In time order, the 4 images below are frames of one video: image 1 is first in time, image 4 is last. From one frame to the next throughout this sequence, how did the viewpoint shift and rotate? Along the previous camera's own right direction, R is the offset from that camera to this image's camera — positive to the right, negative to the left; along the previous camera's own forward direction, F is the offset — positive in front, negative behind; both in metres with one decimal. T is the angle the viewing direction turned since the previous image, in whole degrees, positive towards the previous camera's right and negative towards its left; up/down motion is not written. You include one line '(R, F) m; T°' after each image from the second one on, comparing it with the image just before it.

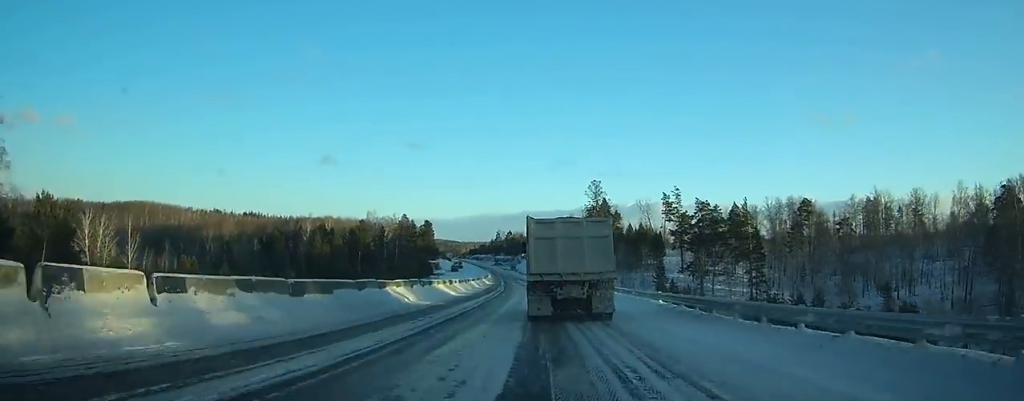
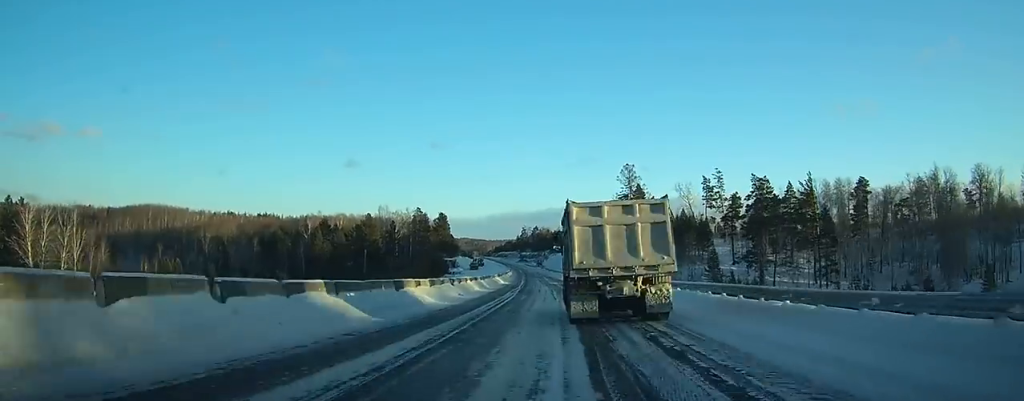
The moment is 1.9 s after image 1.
(-0.5, +24.4) m; -2°
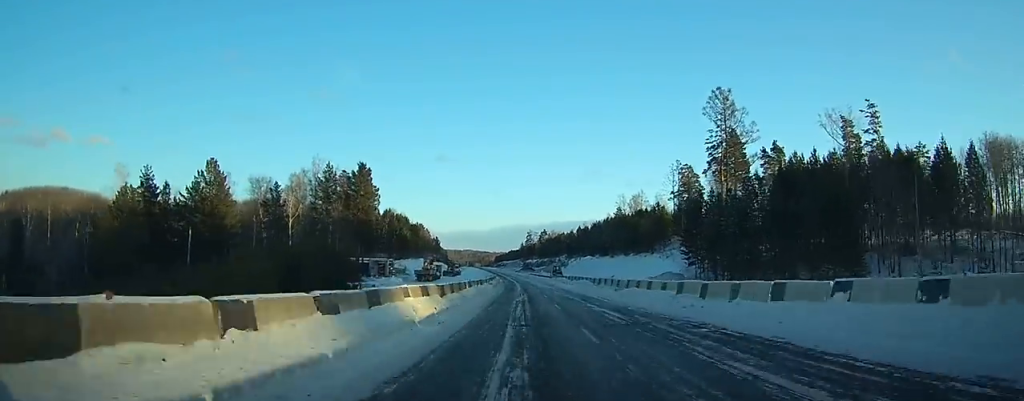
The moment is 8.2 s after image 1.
(-2.3, +99.7) m; -1°
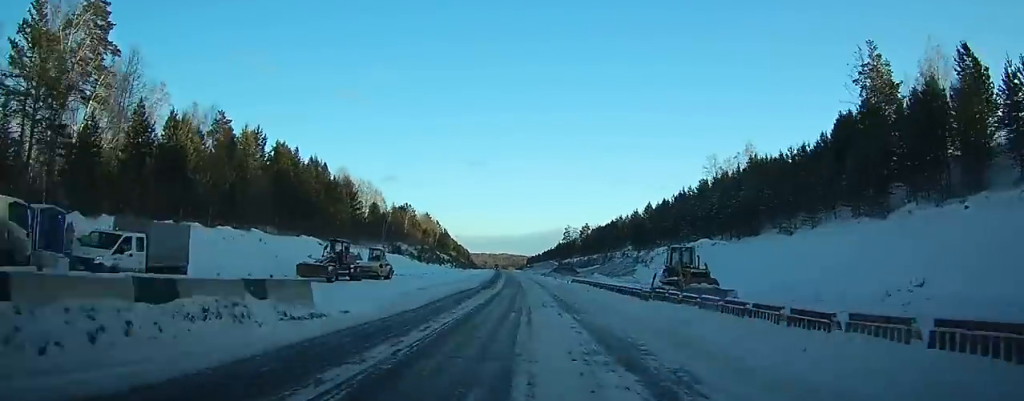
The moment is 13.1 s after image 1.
(-0.5, +91.0) m; -1°
